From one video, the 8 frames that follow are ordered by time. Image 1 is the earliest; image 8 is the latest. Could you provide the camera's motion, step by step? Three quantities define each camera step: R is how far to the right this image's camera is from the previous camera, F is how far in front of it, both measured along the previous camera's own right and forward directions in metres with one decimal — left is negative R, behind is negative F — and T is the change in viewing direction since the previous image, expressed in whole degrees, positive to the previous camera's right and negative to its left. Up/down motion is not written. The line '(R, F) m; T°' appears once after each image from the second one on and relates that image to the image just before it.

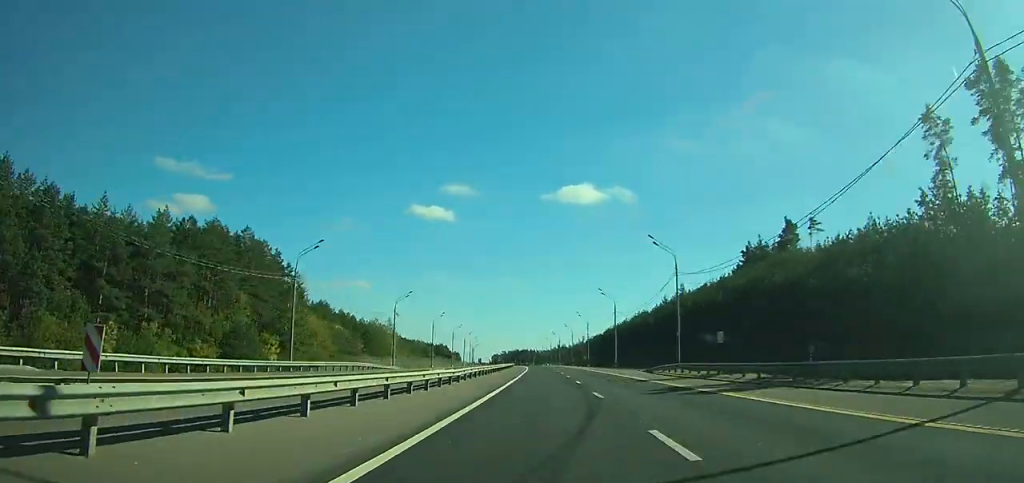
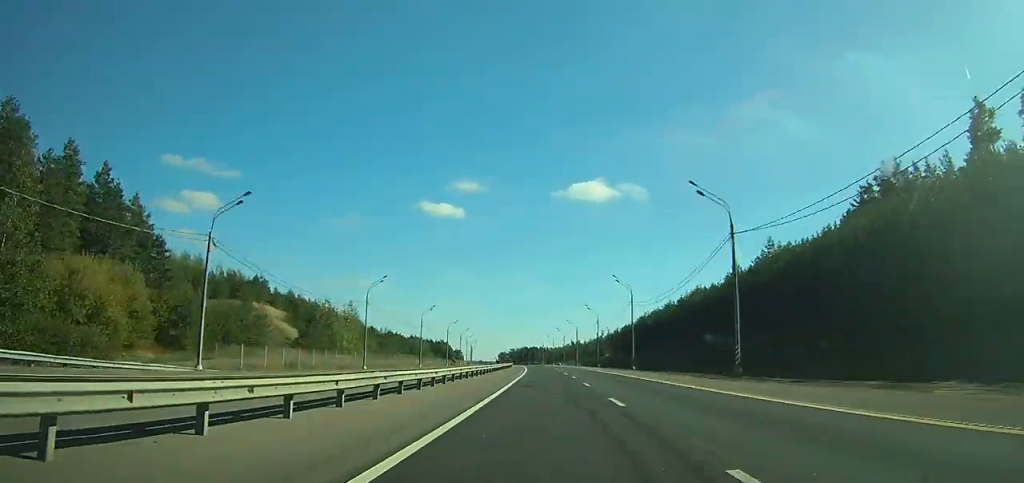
(-0.7, +51.6) m; -1°
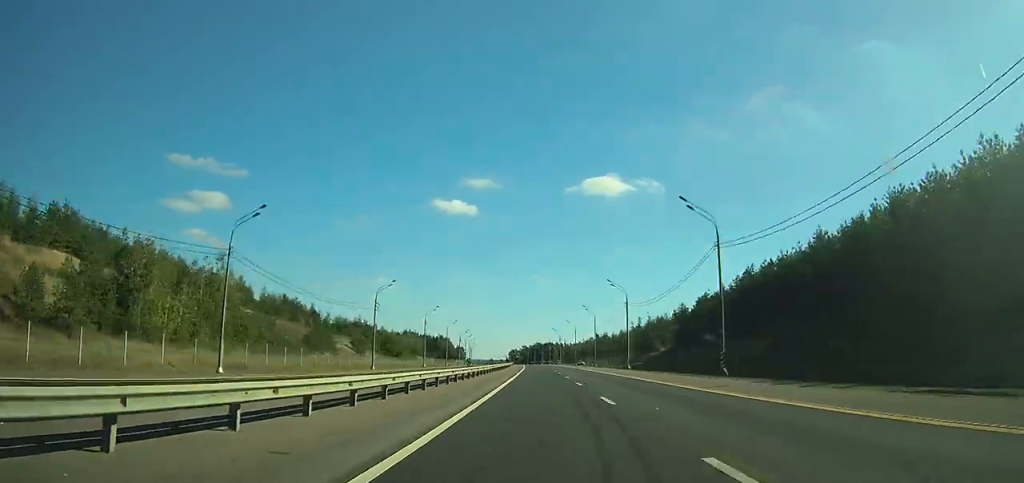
(-0.5, +72.2) m; -2°
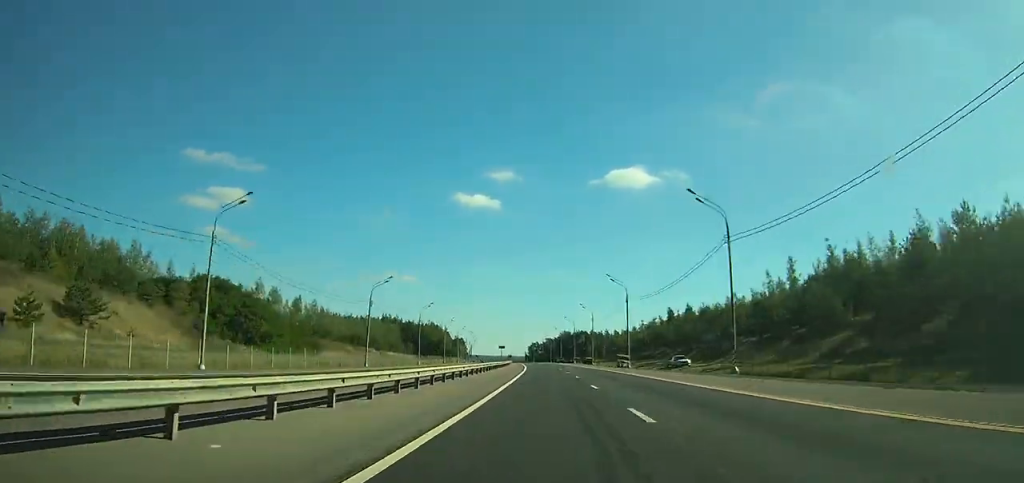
(-3.5, +113.6) m; -3°
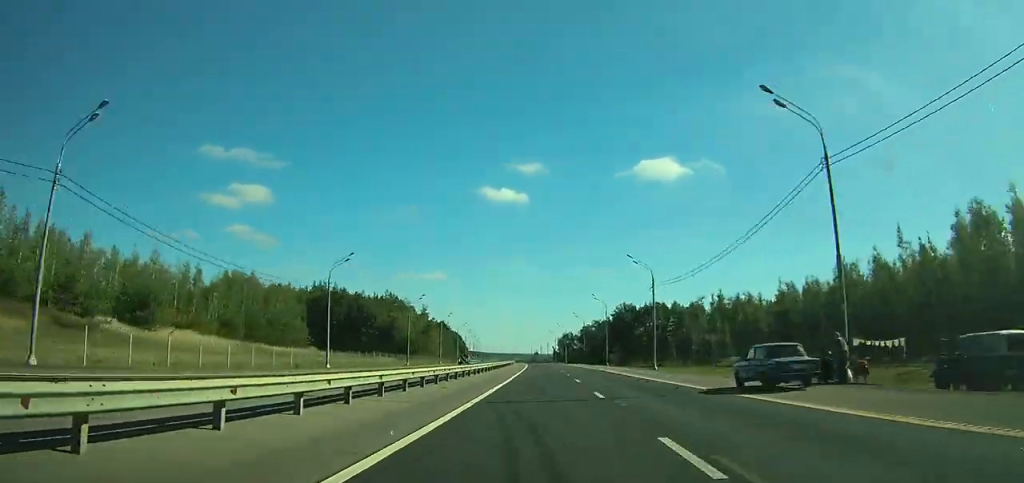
(-2.6, +122.0) m; -2°
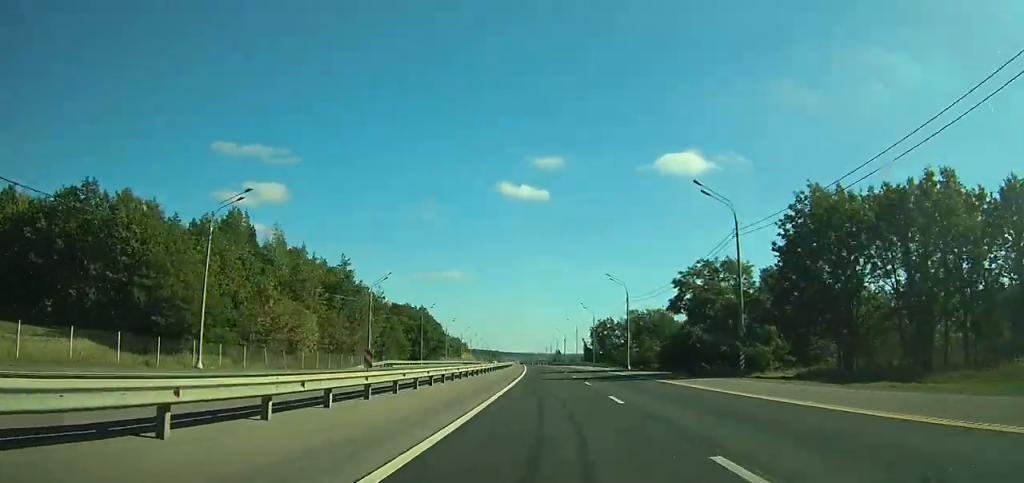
(-1.7, +94.9) m; -2°
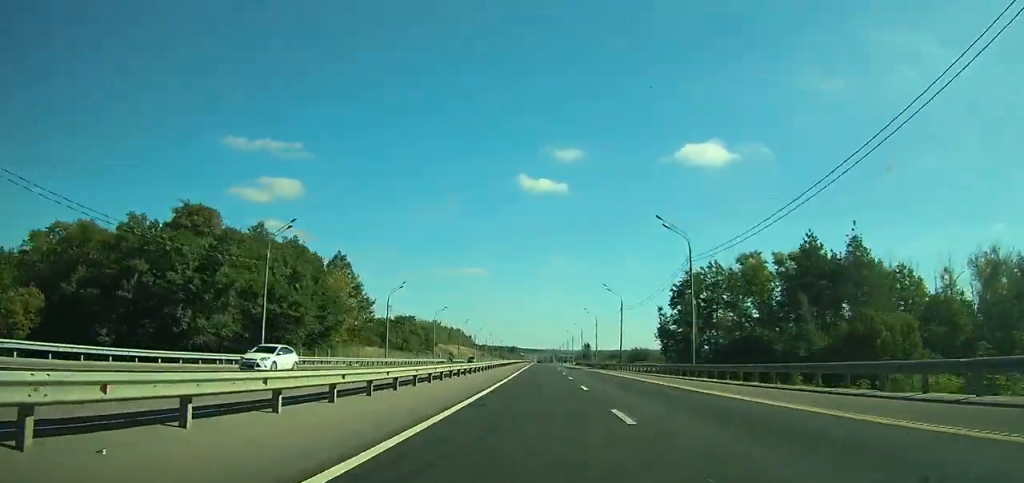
(-1.7, +101.4) m; -2°
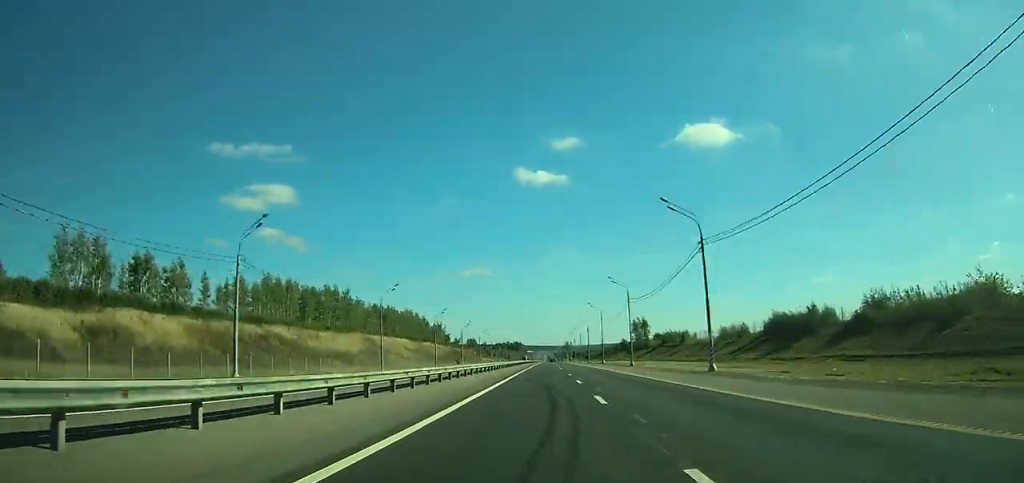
(-2.5, +154.9) m; -1°
